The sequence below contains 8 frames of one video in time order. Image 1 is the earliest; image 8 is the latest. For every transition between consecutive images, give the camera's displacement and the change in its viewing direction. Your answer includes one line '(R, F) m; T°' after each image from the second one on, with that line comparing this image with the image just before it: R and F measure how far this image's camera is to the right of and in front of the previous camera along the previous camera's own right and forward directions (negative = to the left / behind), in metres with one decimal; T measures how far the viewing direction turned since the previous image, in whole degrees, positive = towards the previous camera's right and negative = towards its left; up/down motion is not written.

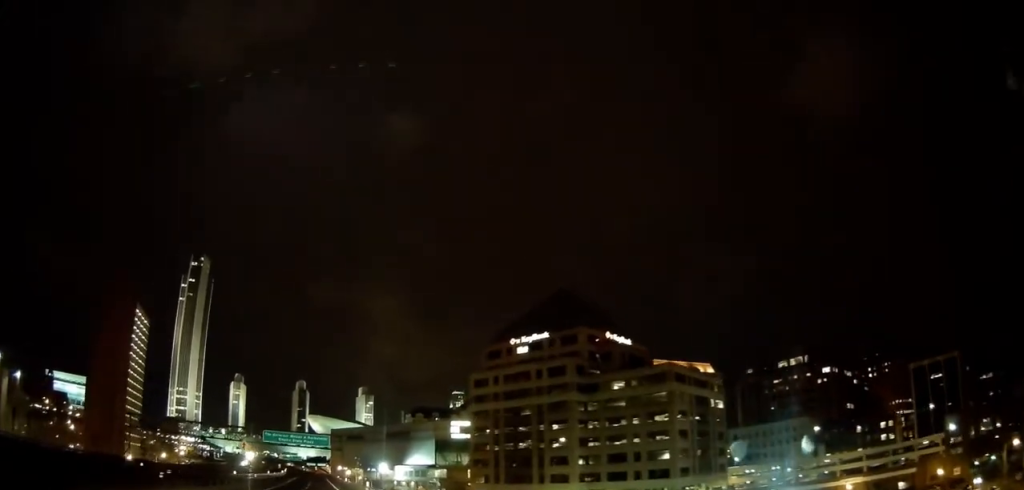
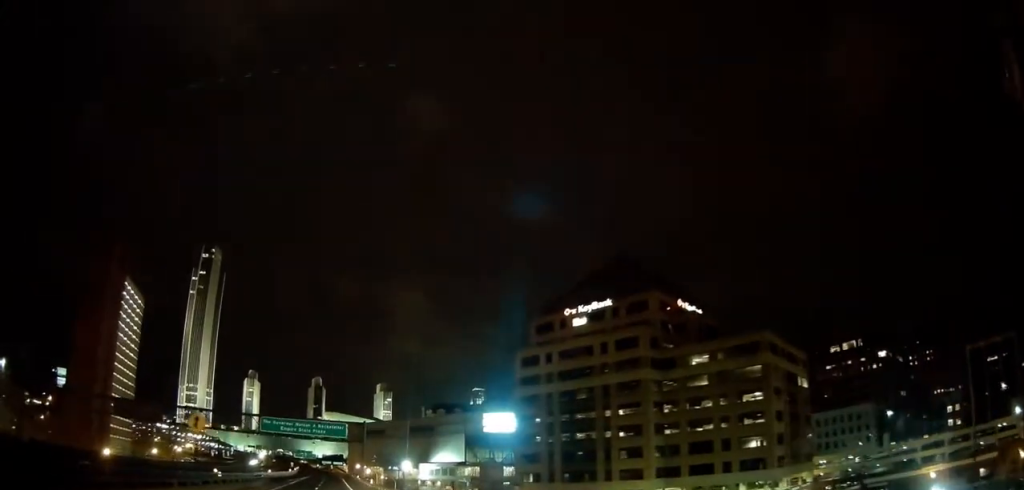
(0.0, +23.2) m; -1°
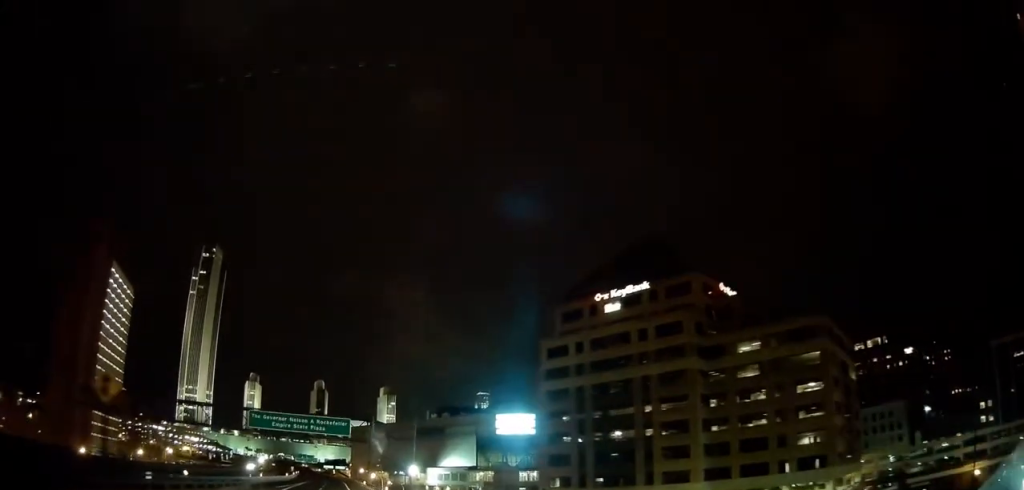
(-0.3, +13.0) m; 0°
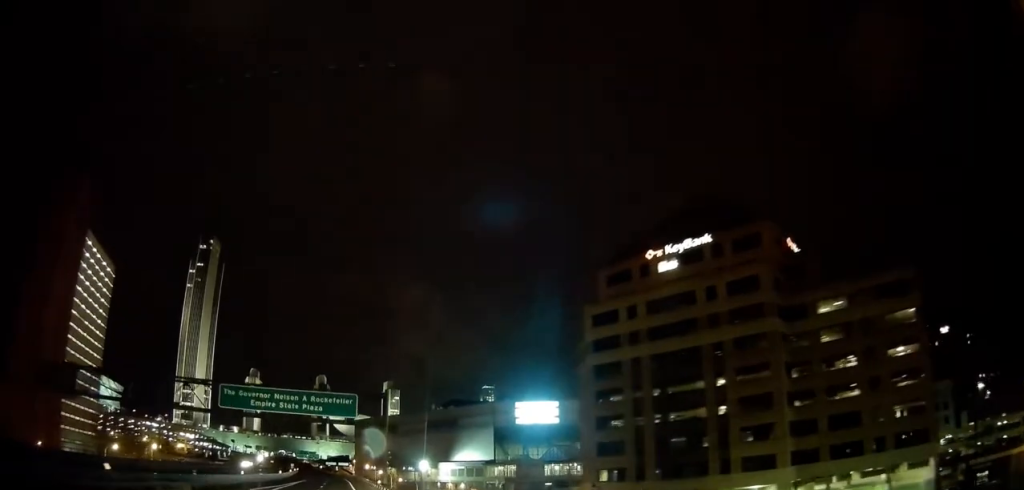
(+0.1, +18.6) m; 0°
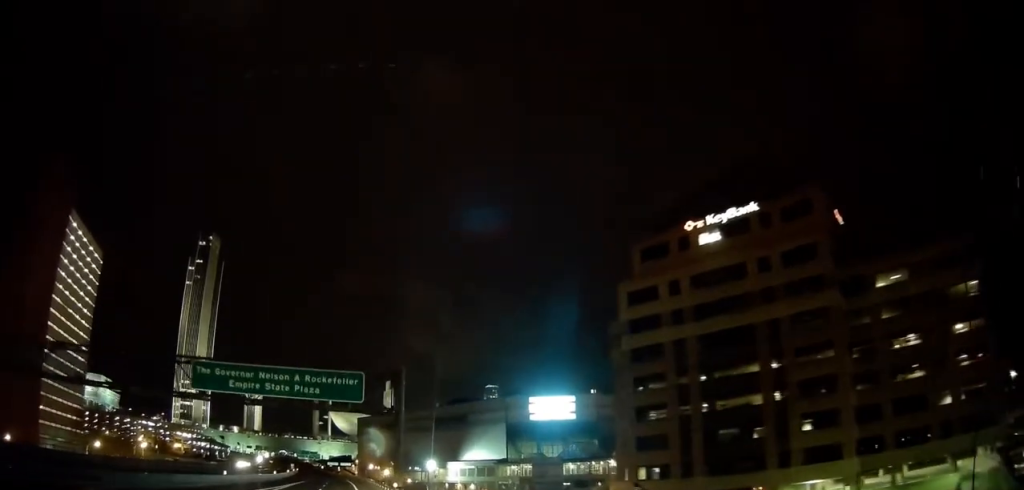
(-0.1, +10.6) m; 0°
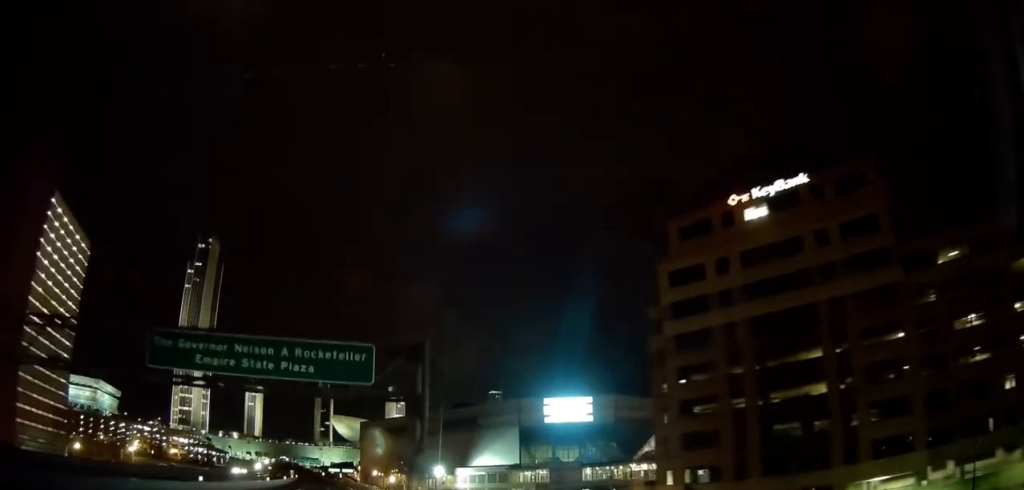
(-0.1, +9.9) m; 0°
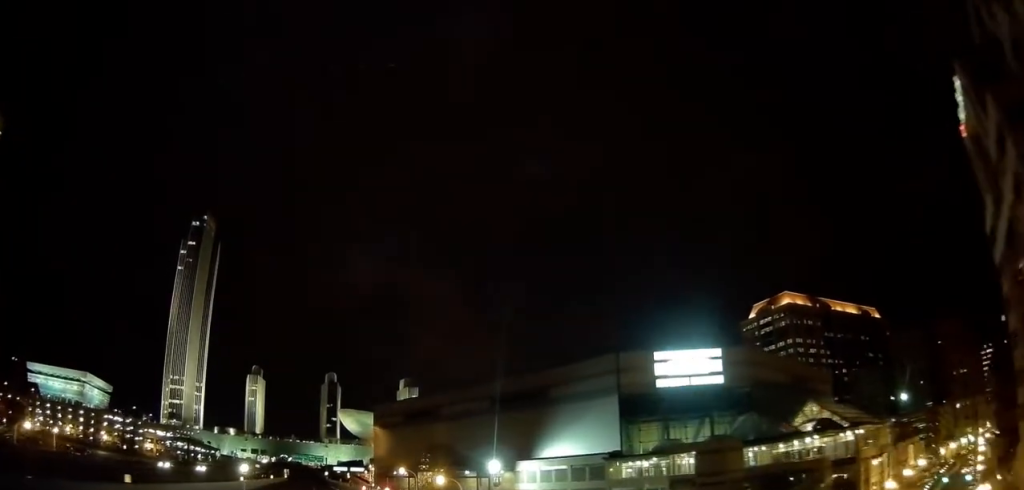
(0.0, +52.0) m; -1°
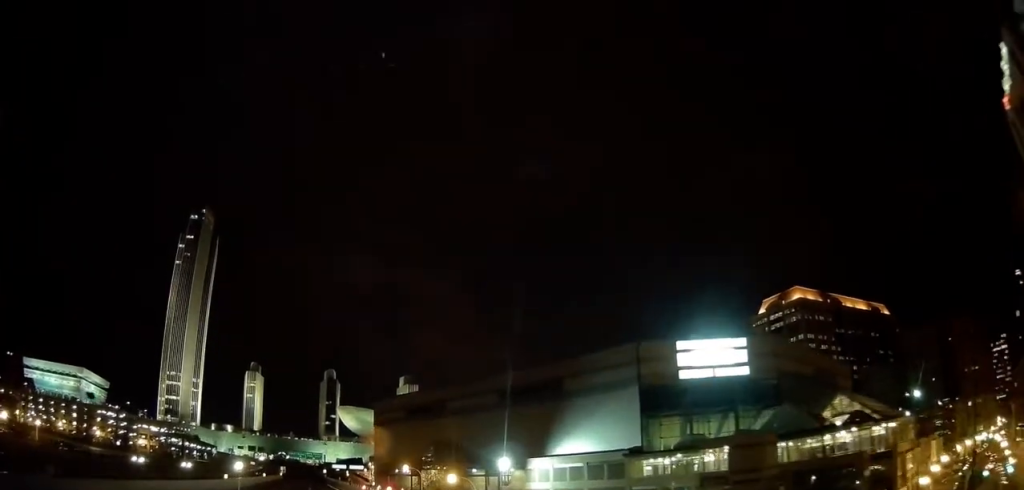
(-0.1, +7.4) m; 0°
